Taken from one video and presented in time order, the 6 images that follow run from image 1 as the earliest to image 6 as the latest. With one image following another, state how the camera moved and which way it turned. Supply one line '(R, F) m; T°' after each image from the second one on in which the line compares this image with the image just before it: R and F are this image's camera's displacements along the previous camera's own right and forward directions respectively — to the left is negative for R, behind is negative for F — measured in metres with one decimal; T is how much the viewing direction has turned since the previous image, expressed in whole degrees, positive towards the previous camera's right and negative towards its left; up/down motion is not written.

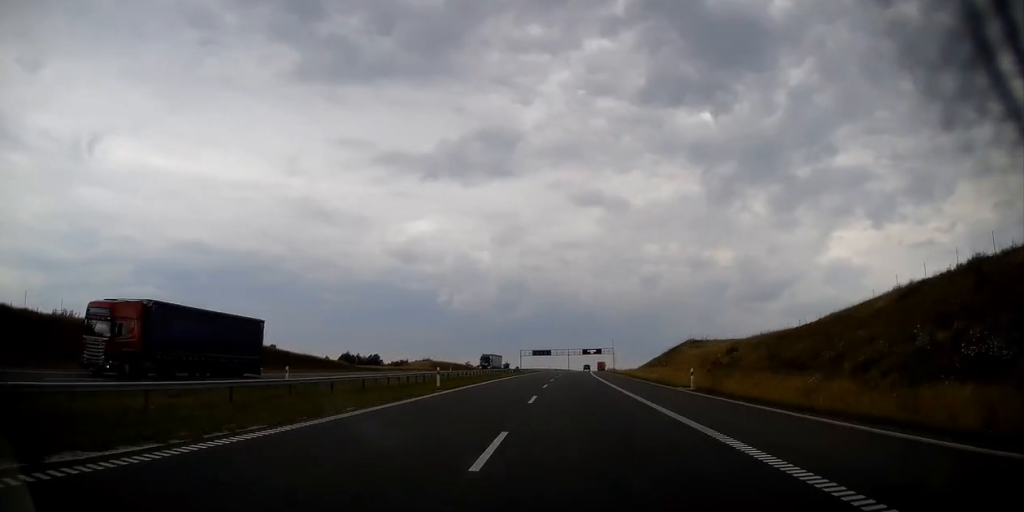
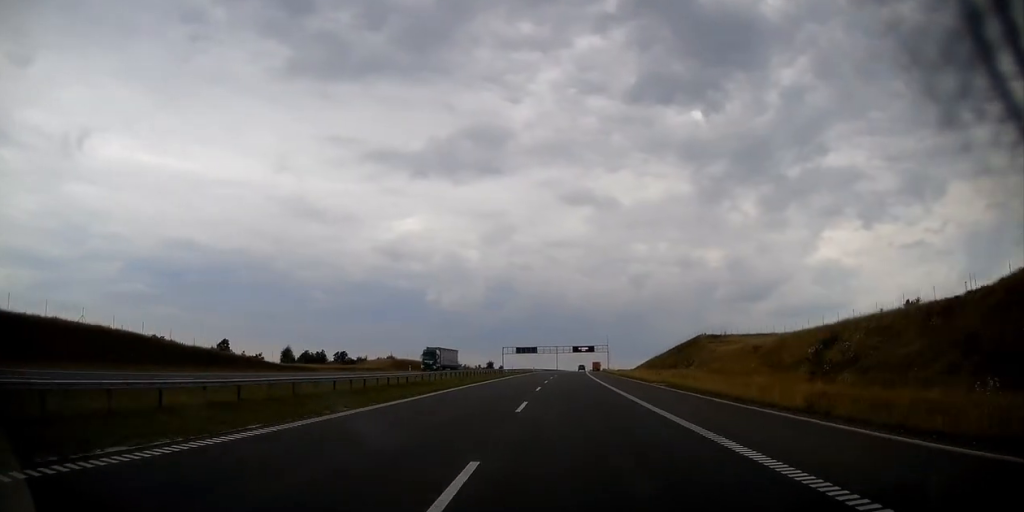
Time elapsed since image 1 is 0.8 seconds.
(+0.2, +27.3) m; +1°
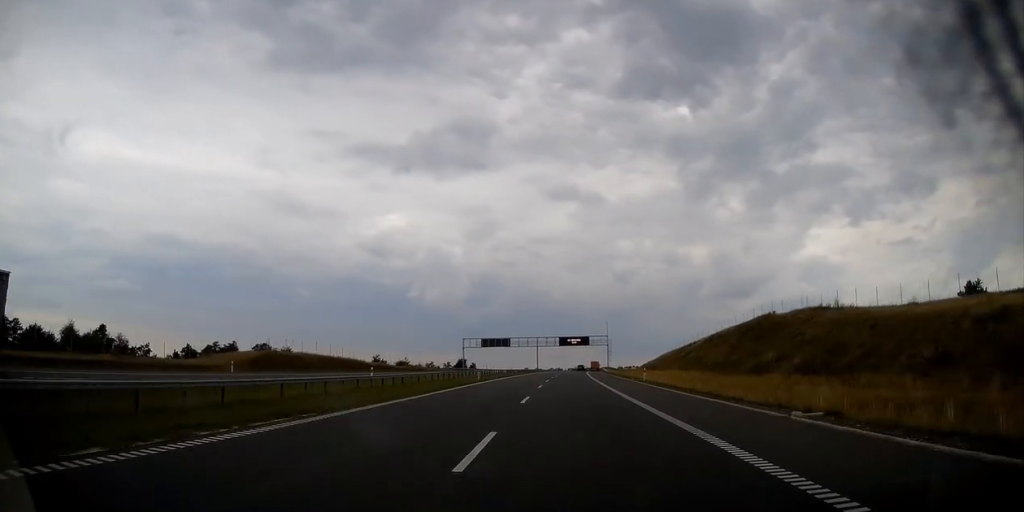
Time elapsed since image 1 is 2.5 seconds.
(+1.0, +56.6) m; +2°
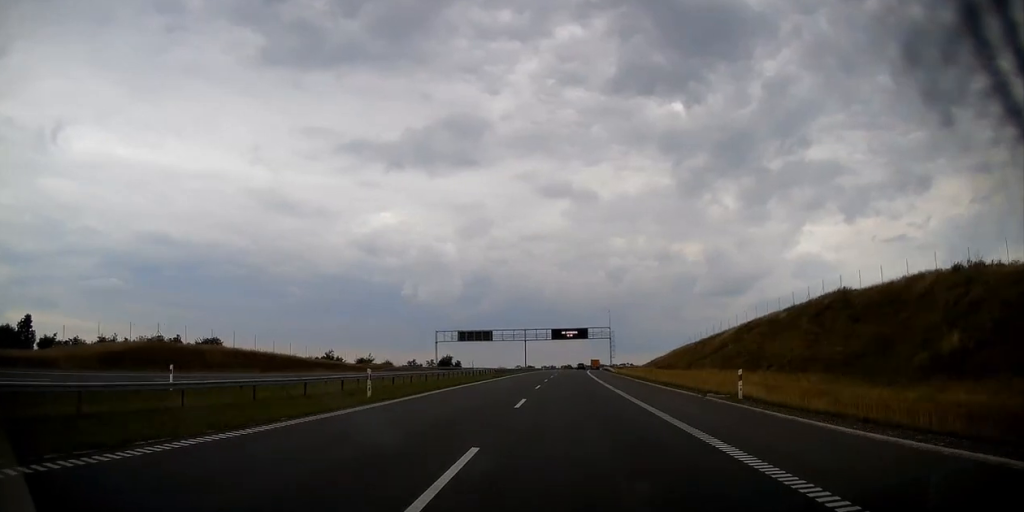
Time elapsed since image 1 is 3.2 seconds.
(+0.2, +25.9) m; +1°
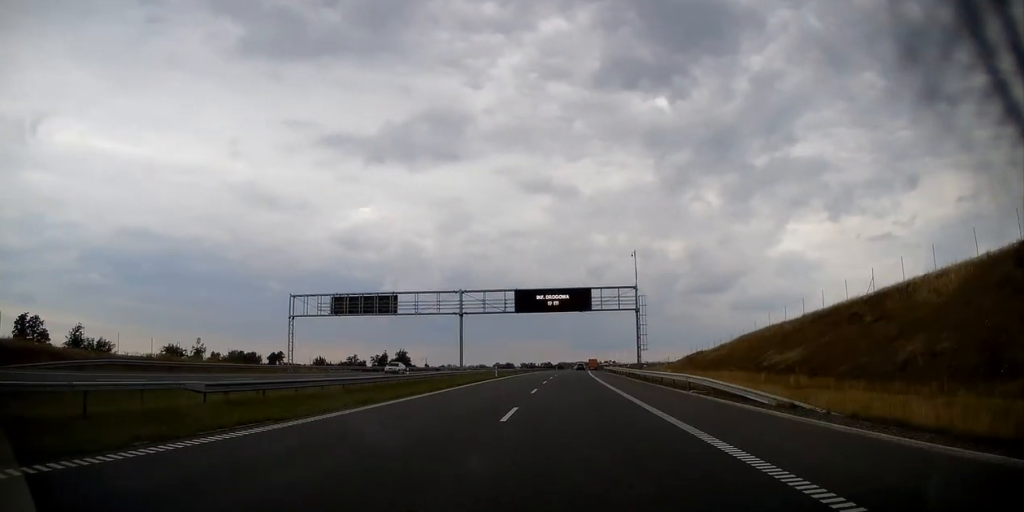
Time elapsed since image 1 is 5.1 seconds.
(+1.1, +63.7) m; +2°
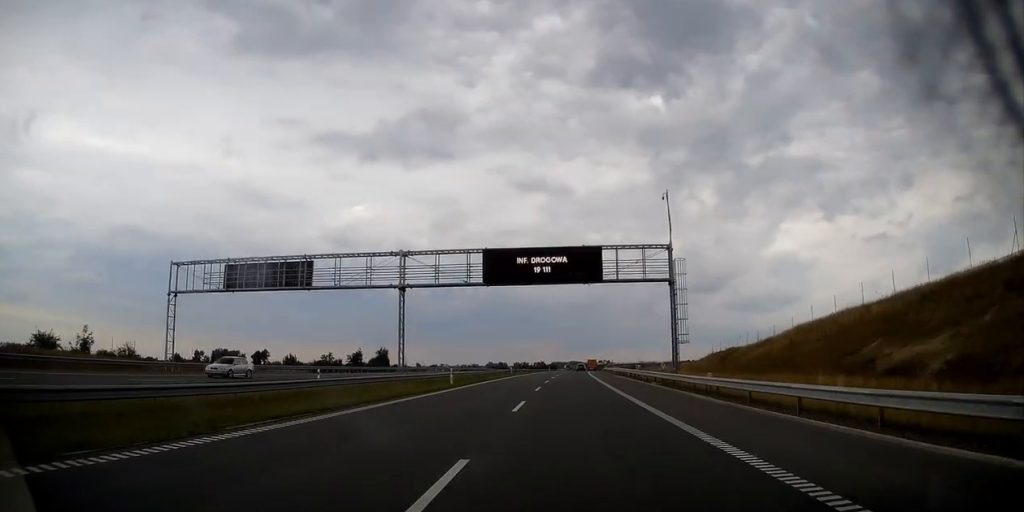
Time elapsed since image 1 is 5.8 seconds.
(0.0, +21.1) m; +1°
